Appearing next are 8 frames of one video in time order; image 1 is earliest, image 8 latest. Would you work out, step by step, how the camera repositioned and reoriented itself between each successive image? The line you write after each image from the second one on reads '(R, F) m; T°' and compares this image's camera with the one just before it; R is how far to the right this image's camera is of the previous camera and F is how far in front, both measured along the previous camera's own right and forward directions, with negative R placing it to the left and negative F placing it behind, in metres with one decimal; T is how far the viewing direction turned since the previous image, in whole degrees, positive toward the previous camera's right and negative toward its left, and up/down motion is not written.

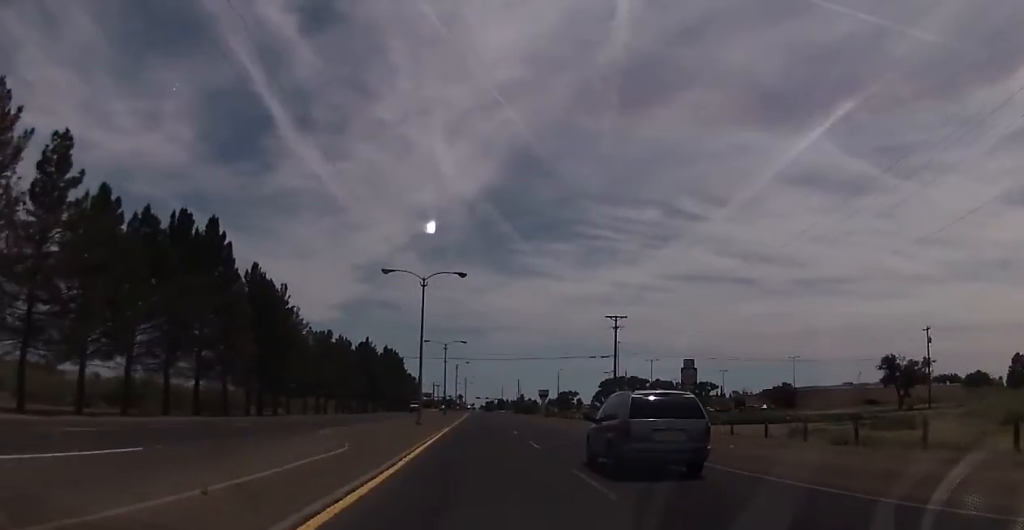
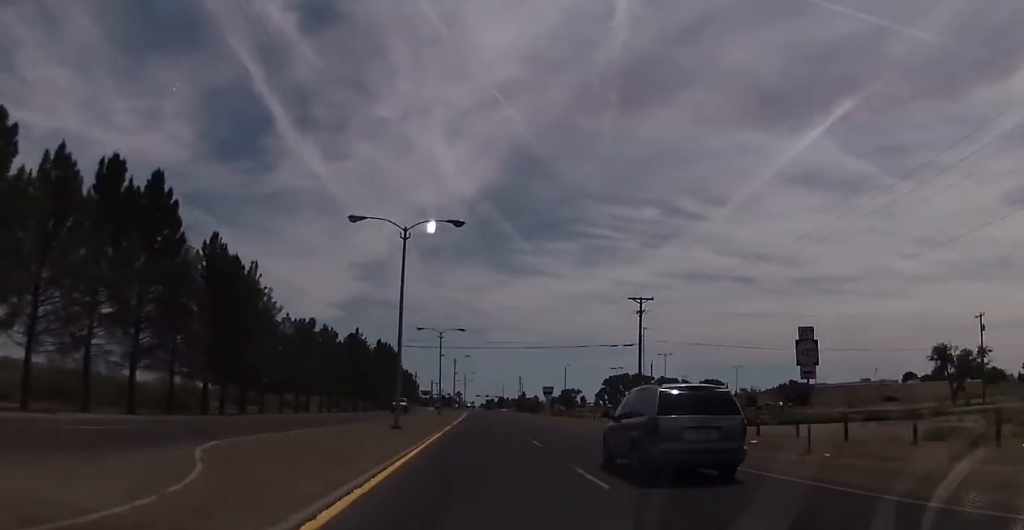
(0.0, +11.7) m; 0°
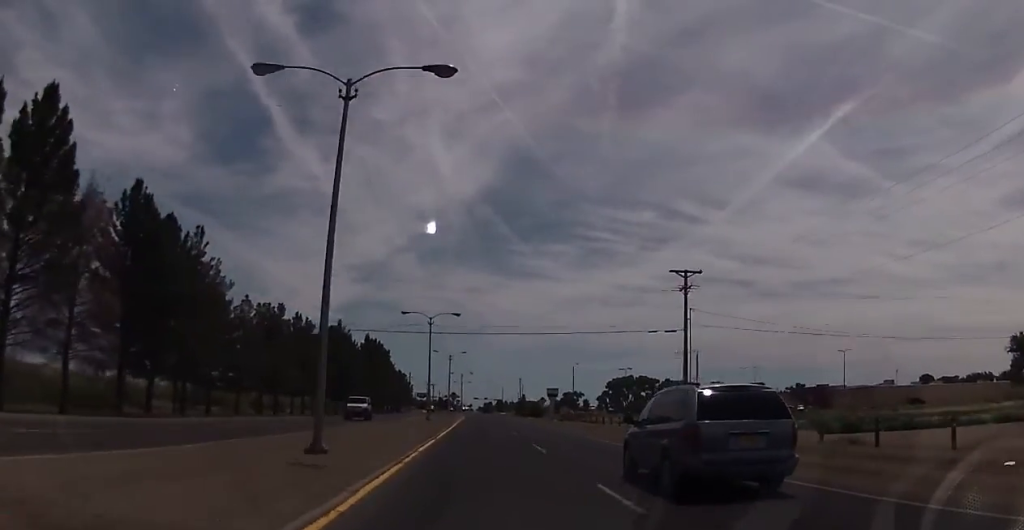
(0.0, +14.9) m; 0°
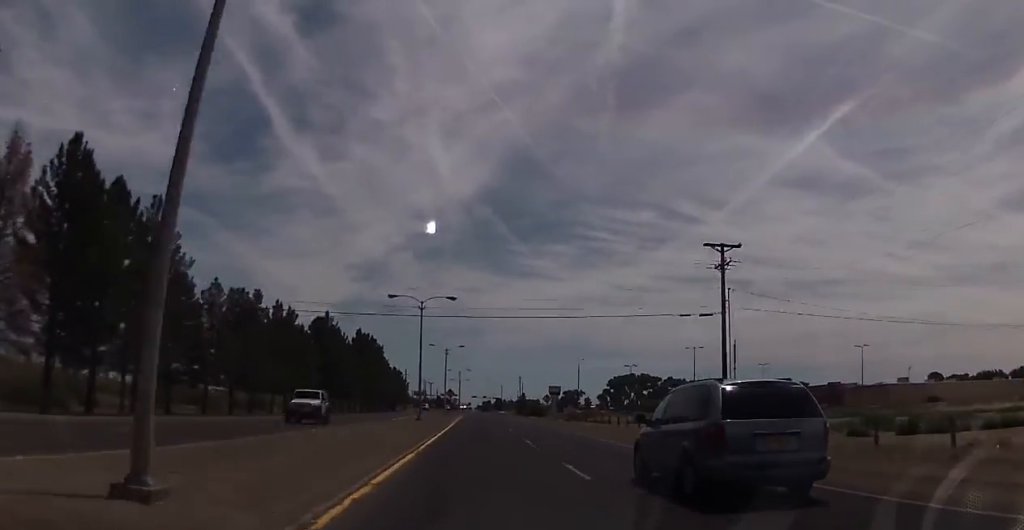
(0.0, +8.3) m; 0°
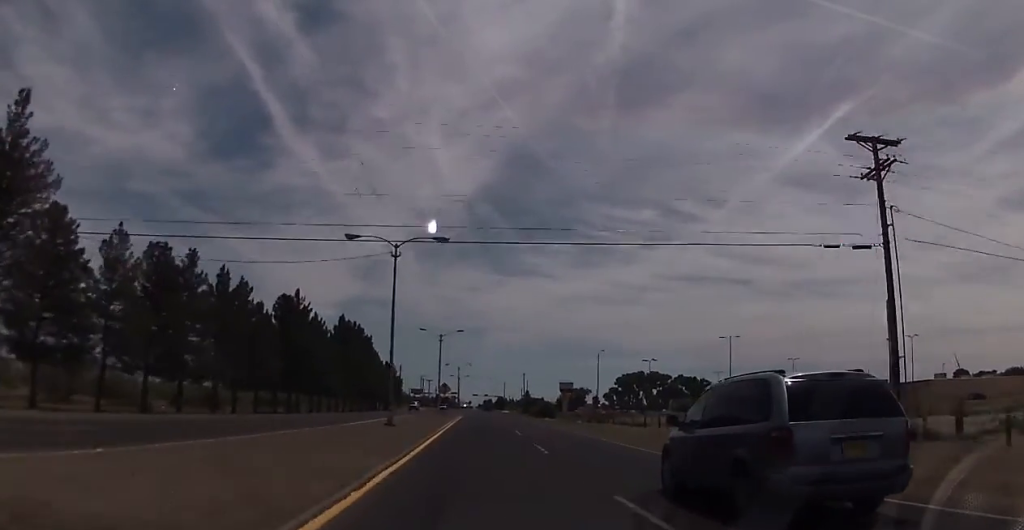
(0.0, +18.1) m; 0°
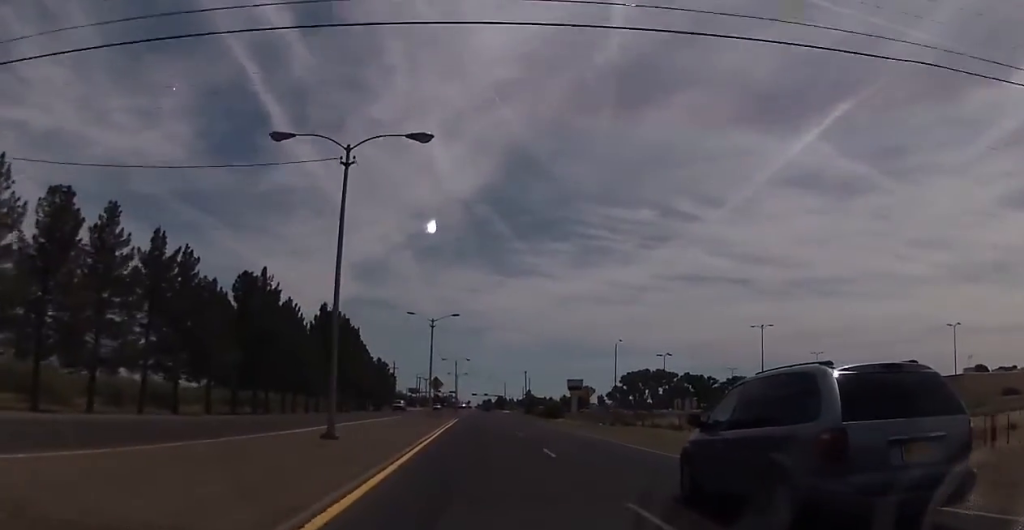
(0.0, +13.3) m; 0°
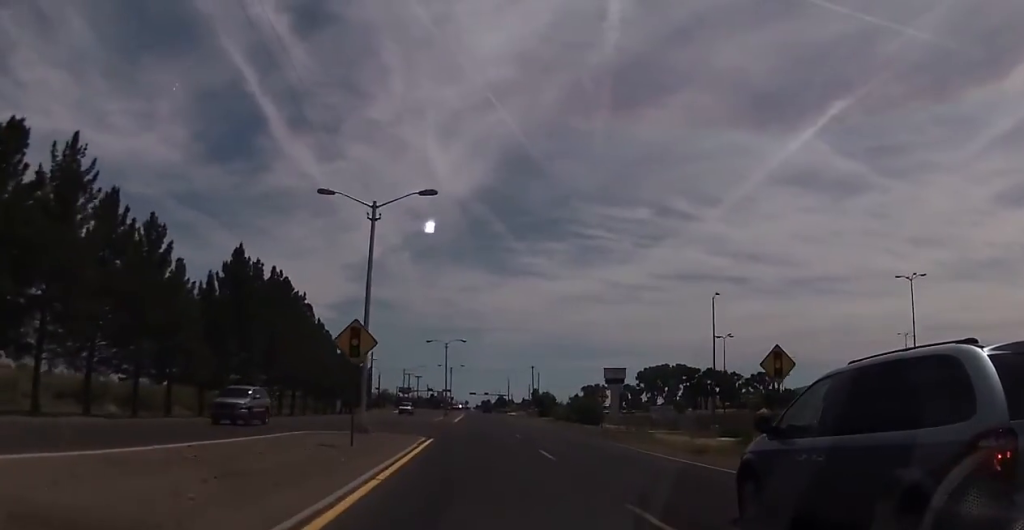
(-1.0, +37.3) m; -1°
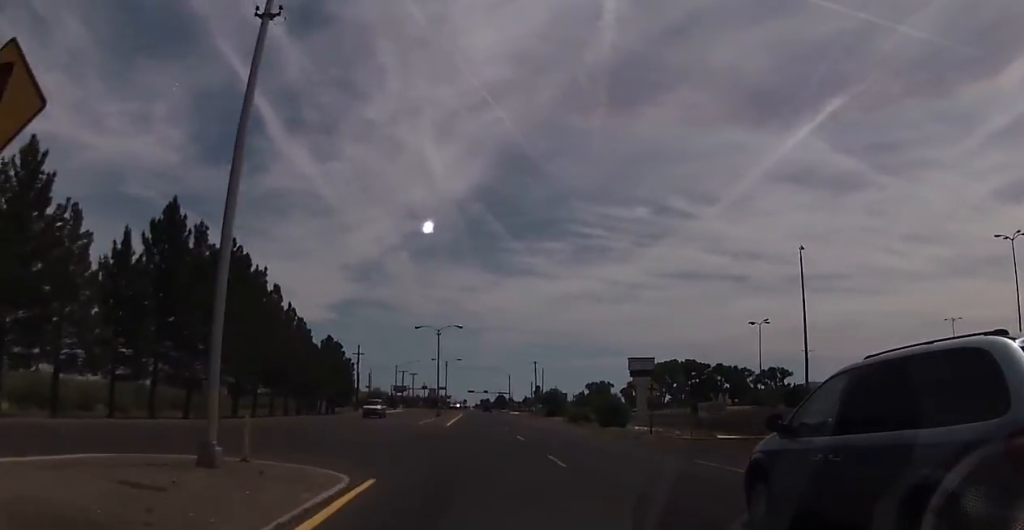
(+0.4, +15.2) m; +1°
